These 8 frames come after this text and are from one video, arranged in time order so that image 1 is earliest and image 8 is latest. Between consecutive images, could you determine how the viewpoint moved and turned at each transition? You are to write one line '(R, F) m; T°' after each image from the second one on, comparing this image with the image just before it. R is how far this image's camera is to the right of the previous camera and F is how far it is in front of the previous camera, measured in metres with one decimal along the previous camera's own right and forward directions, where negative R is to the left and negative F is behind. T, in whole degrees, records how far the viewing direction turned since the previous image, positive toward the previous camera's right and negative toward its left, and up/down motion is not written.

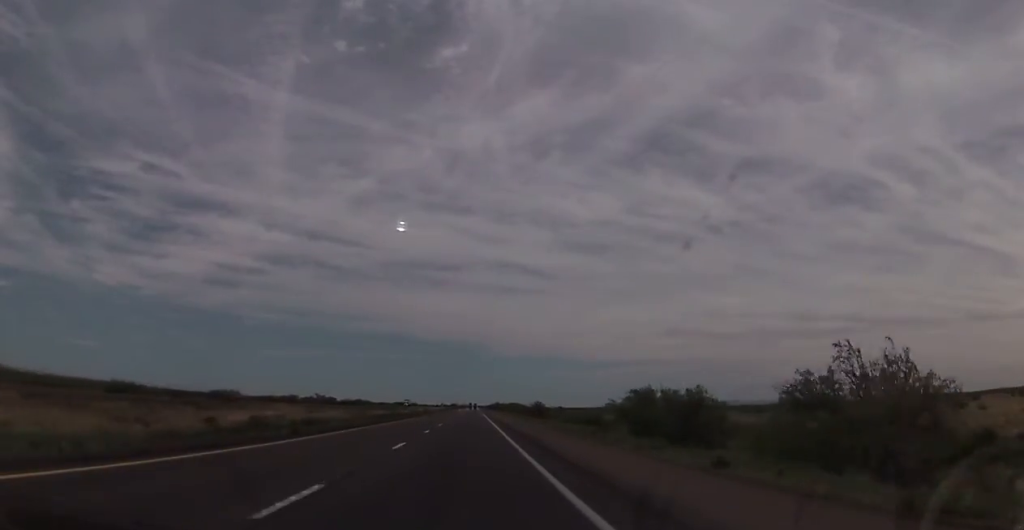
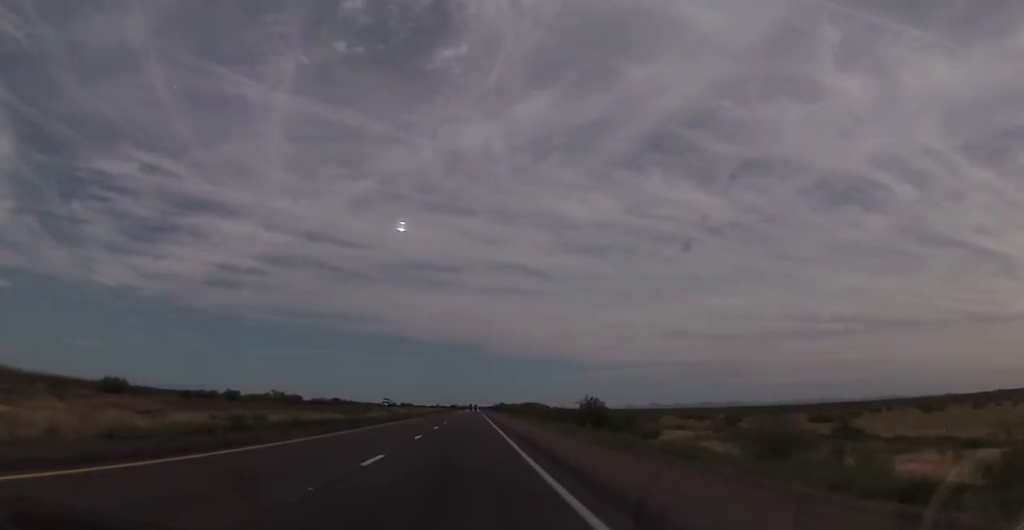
(0.0, +53.9) m; 0°
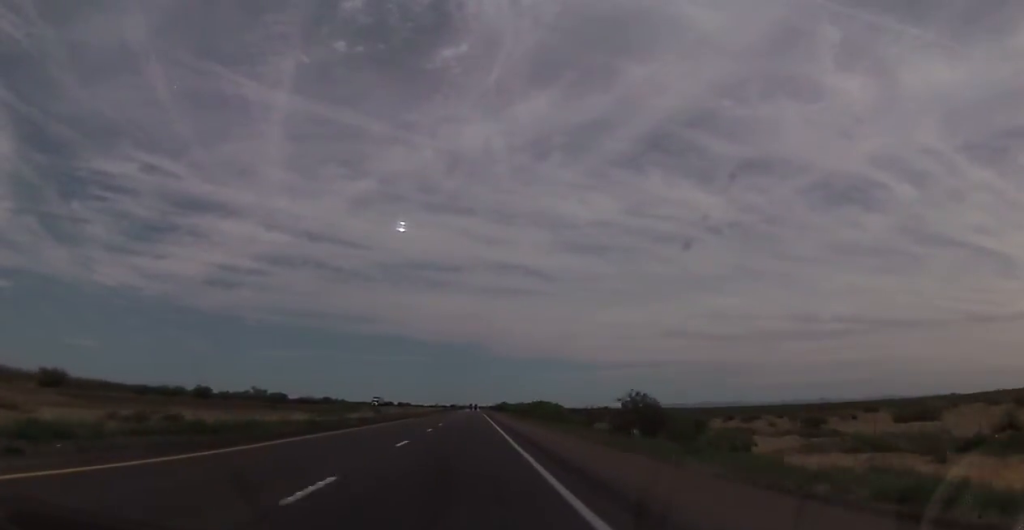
(0.0, +18.0) m; 0°
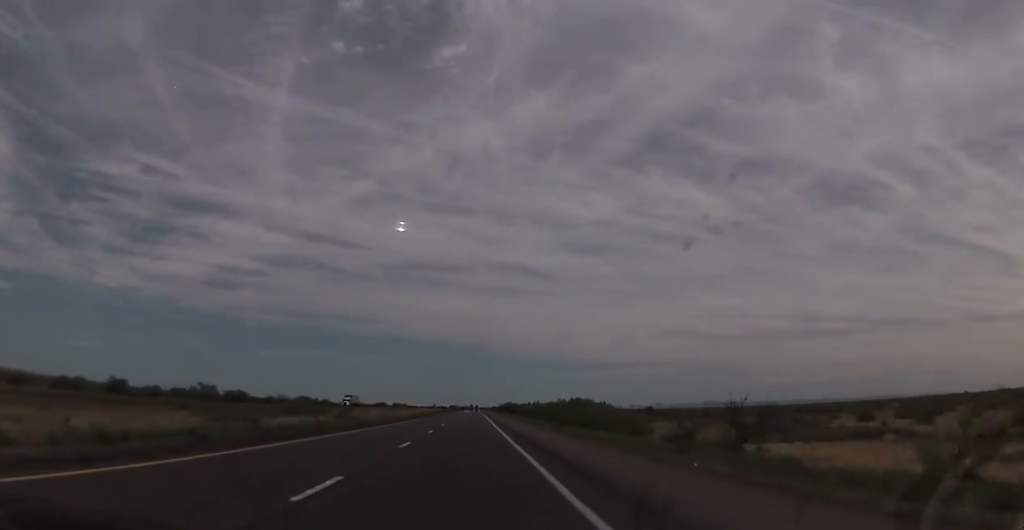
(0.0, +36.0) m; 0°
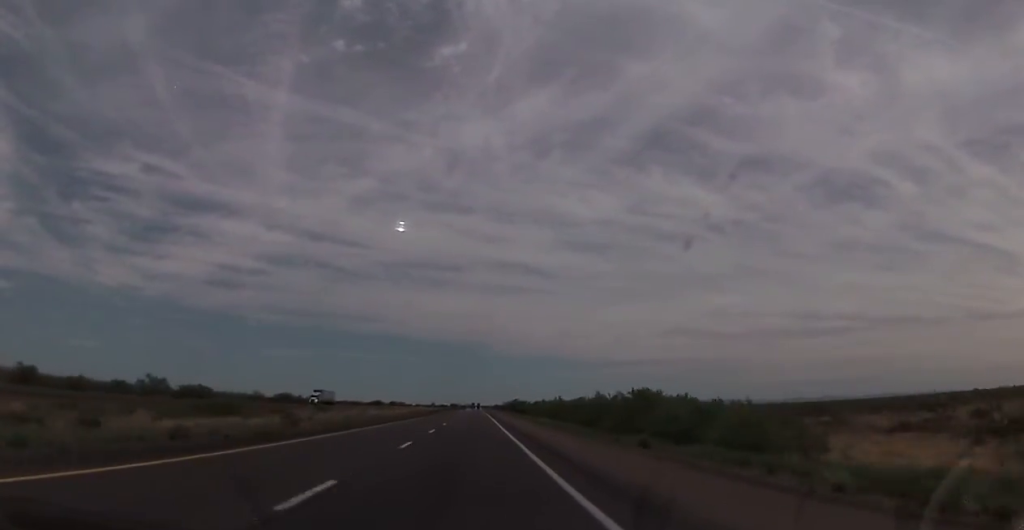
(0.0, +25.2) m; 0°
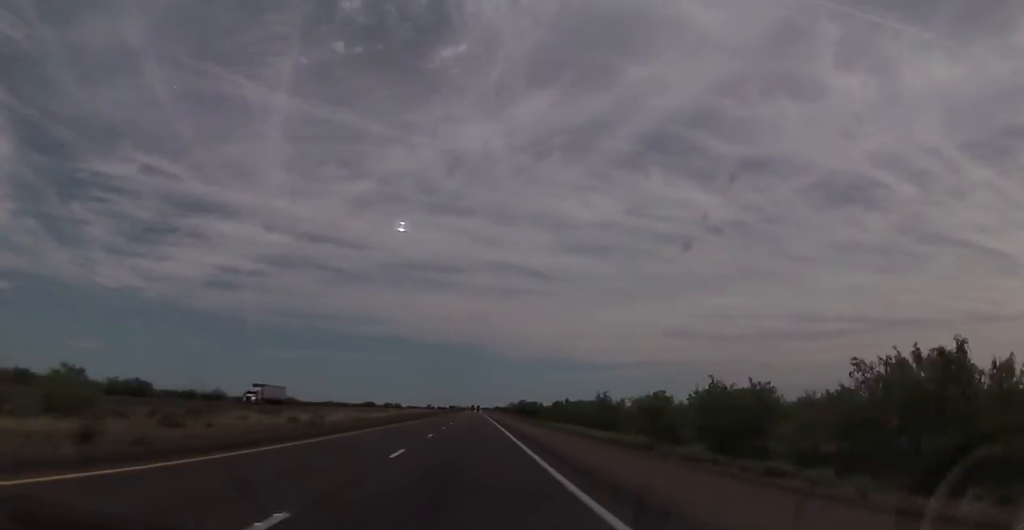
(0.0, +27.6) m; 0°
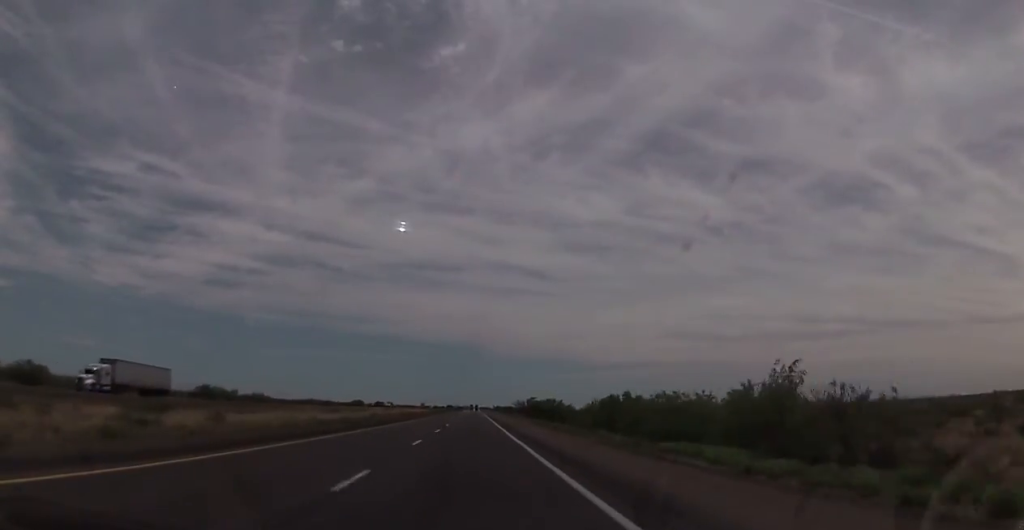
(0.0, +31.1) m; 0°
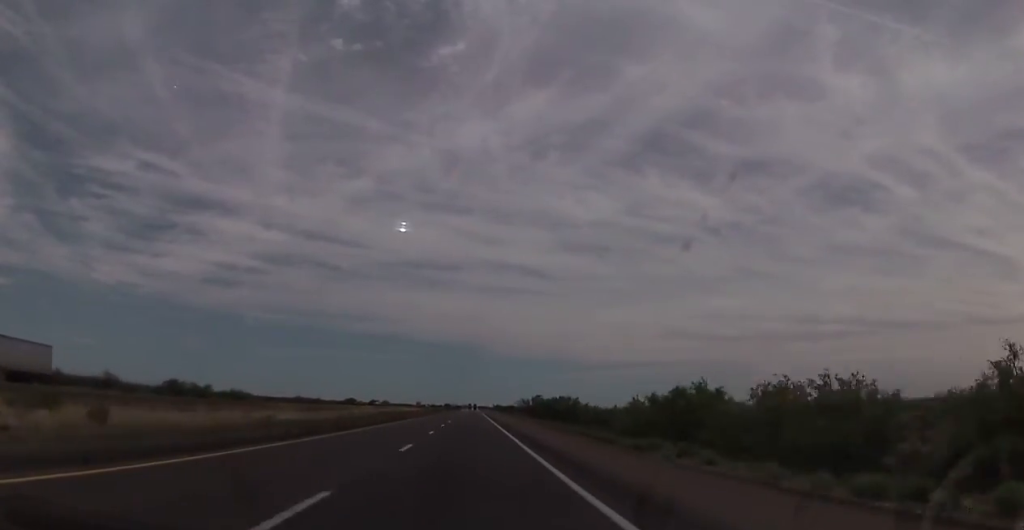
(0.0, +15.6) m; 0°
